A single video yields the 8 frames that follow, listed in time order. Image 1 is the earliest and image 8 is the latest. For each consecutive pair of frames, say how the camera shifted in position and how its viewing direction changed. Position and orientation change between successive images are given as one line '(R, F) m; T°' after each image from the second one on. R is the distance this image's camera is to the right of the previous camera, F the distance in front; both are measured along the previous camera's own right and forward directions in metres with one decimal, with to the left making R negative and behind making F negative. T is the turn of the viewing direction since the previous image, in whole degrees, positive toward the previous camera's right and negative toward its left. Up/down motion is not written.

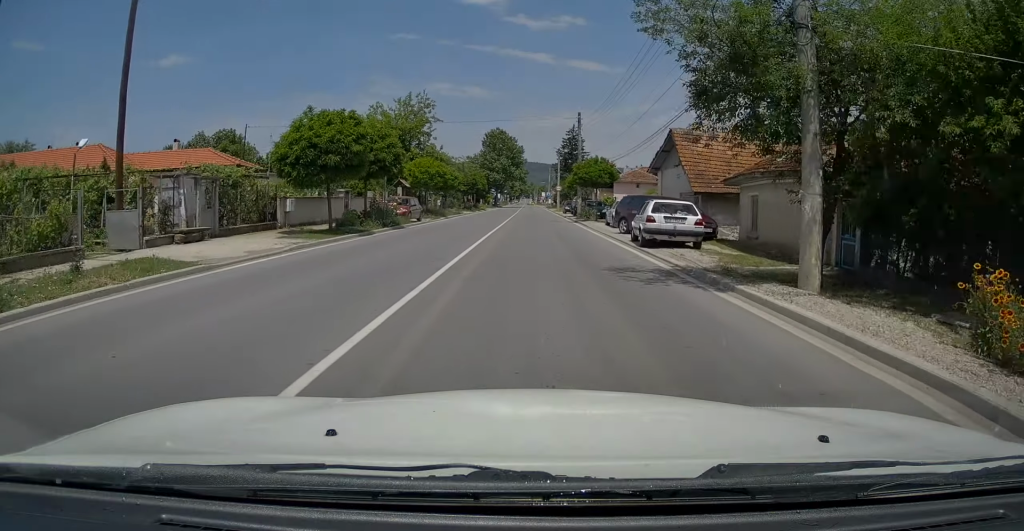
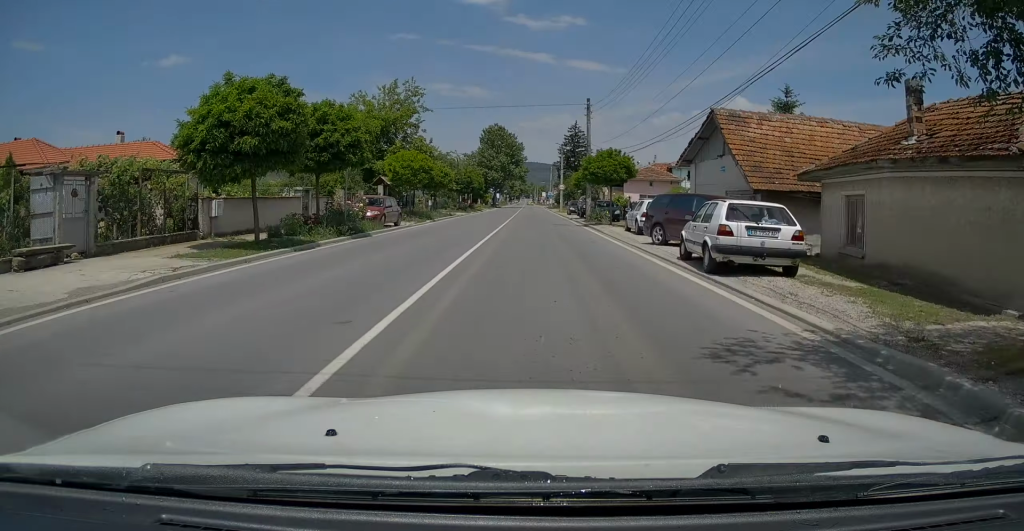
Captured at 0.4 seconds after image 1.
(-0.1, +6.2) m; 0°
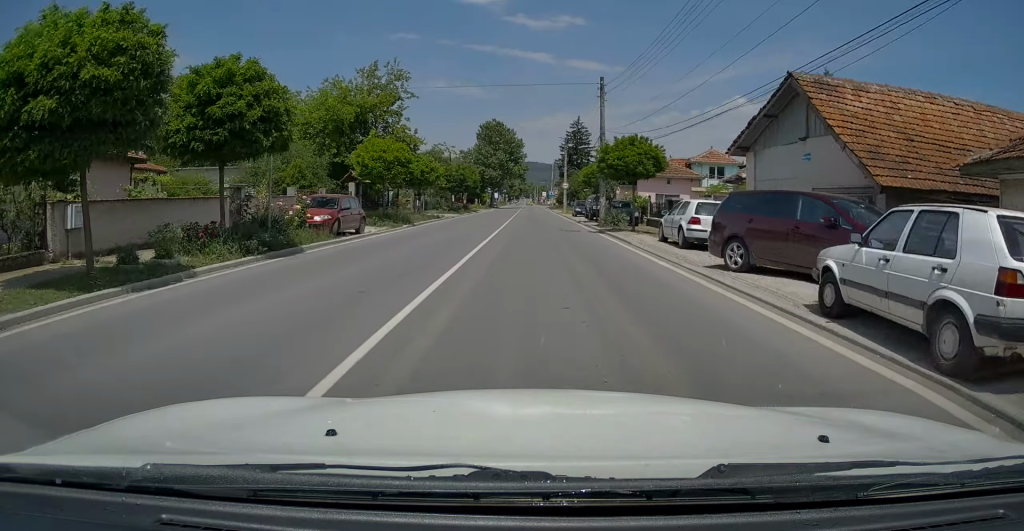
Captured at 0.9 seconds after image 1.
(-0.1, +6.7) m; 0°
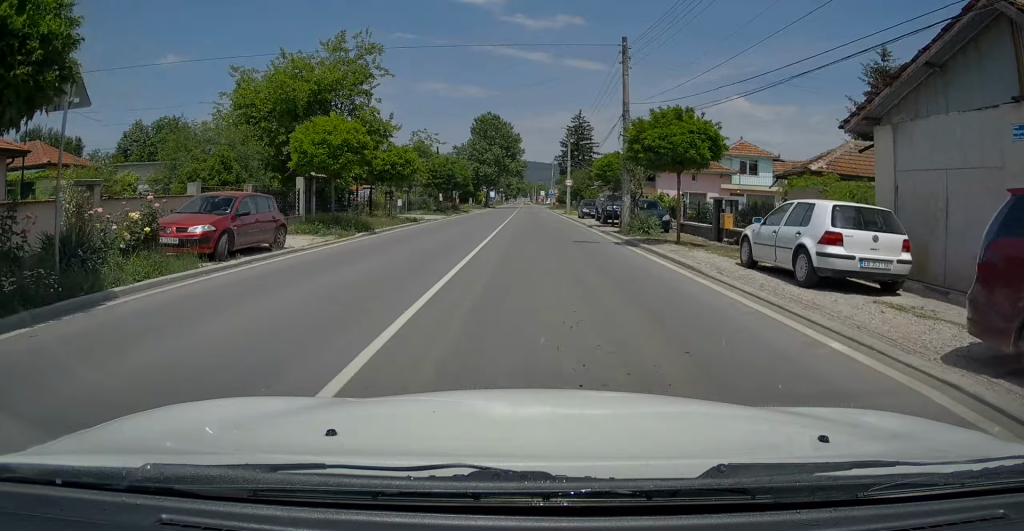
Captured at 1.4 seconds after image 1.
(0.0, +7.6) m; 0°
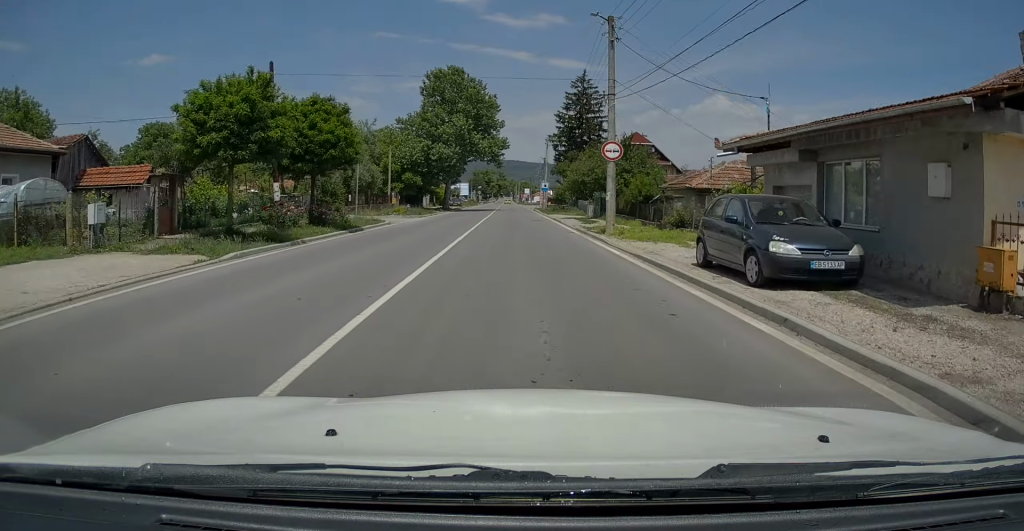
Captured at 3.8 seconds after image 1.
(+0.5, +34.2) m; +1°
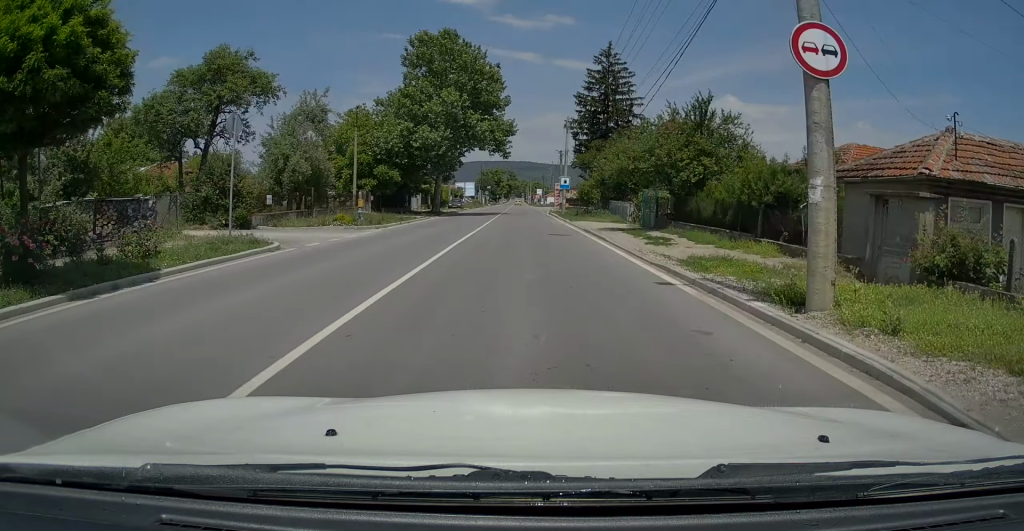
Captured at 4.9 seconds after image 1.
(-0.1, +14.7) m; -1°
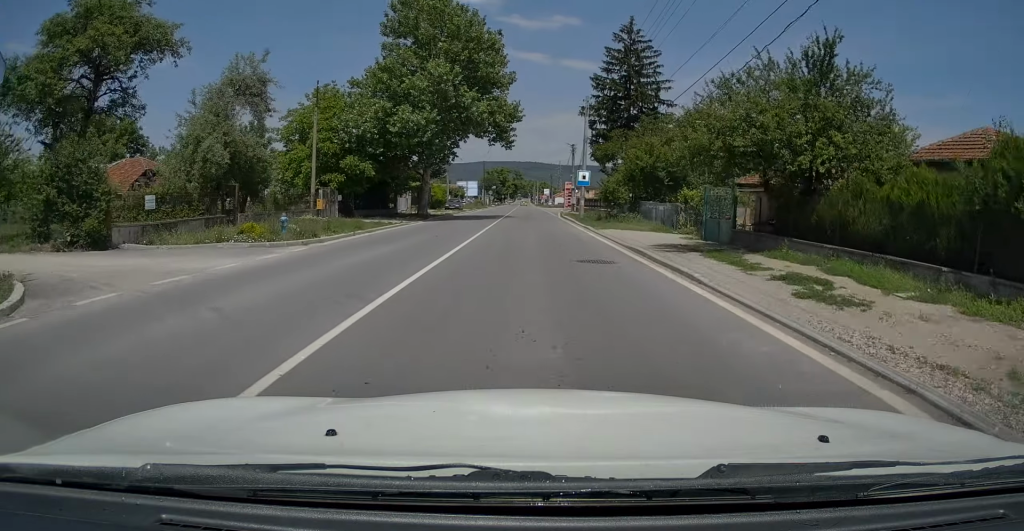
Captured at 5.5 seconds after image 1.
(0.0, +9.5) m; 0°
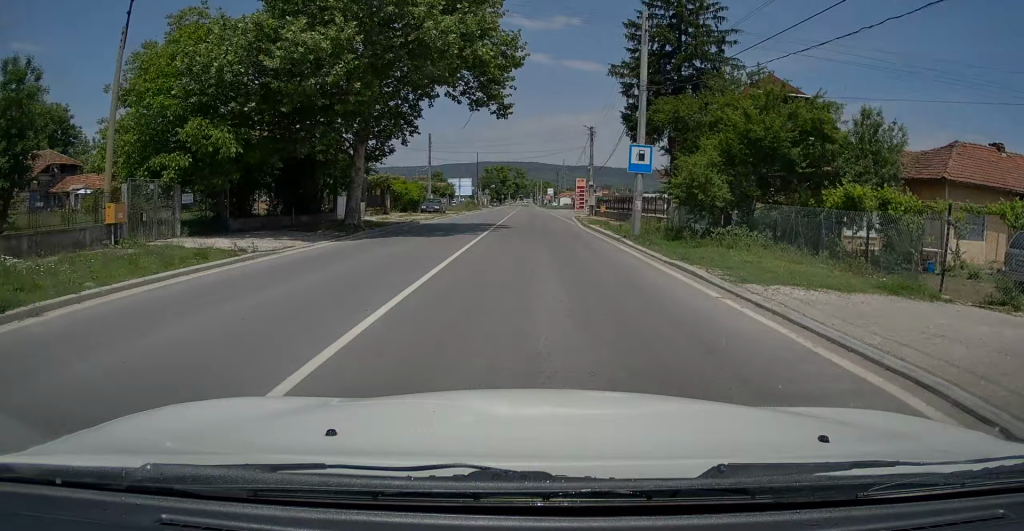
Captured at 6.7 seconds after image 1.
(-0.1, +17.1) m; 0°
